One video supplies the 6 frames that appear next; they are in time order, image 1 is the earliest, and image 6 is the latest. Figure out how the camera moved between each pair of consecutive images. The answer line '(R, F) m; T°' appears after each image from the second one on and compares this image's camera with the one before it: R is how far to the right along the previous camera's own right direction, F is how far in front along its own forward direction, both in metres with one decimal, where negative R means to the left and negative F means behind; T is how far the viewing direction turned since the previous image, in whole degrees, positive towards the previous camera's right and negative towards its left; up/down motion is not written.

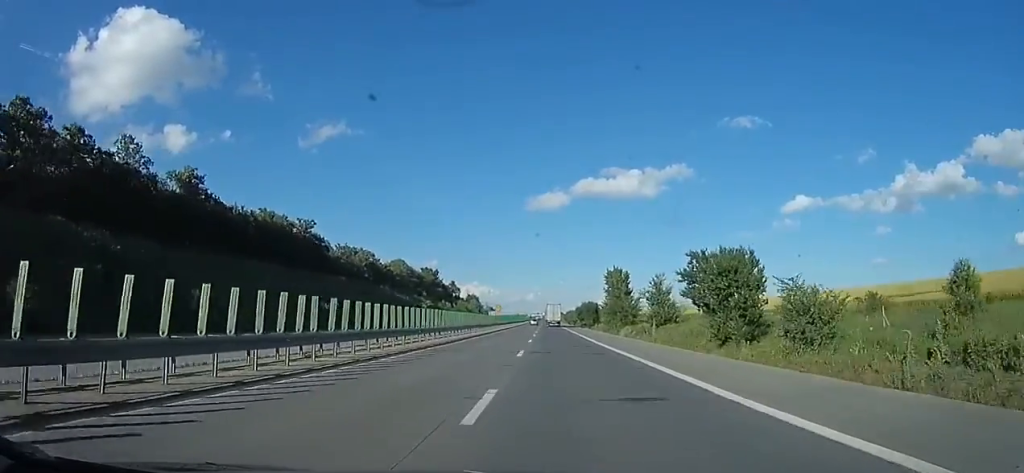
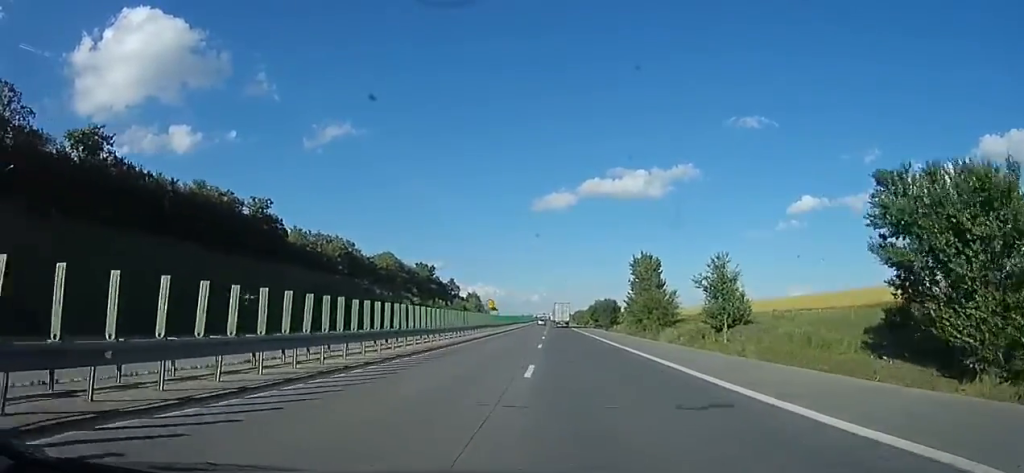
(+0.2, +18.7) m; -1°
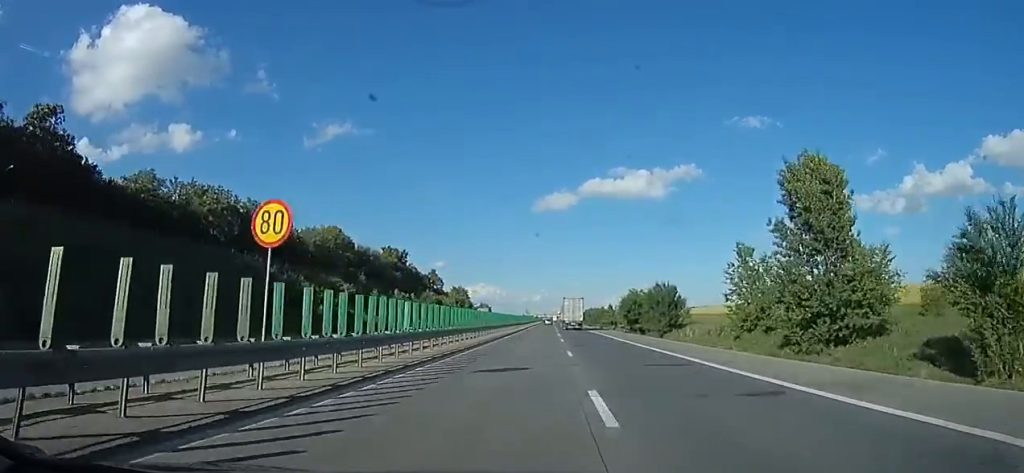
(-1.4, +41.1) m; -2°
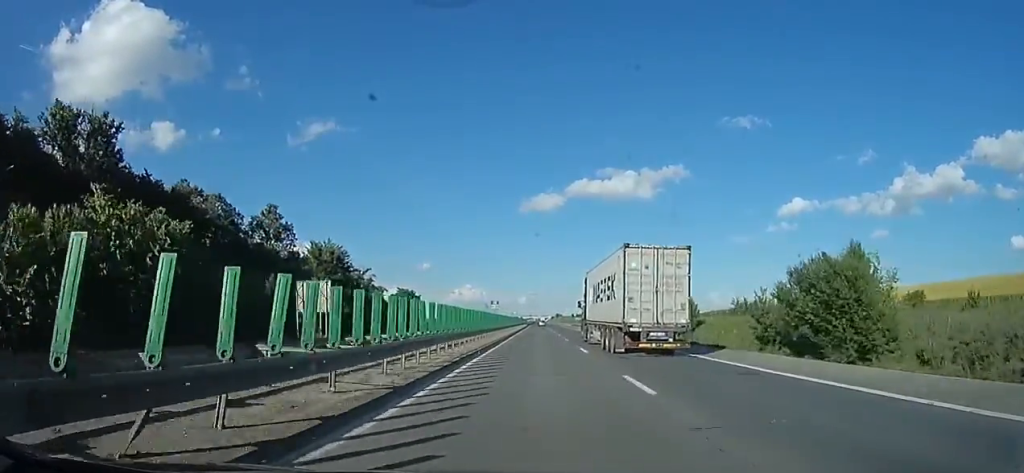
(+3.5, +104.6) m; +3°
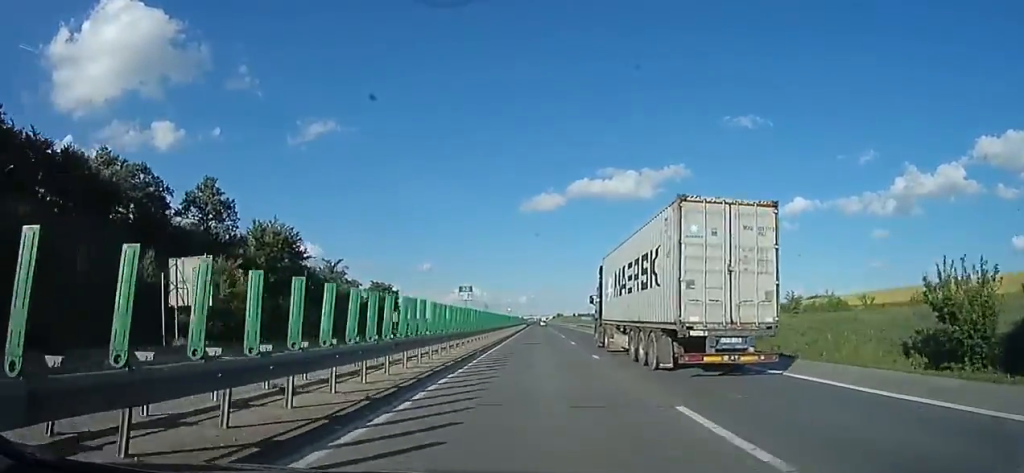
(+0.2, +16.5) m; 0°
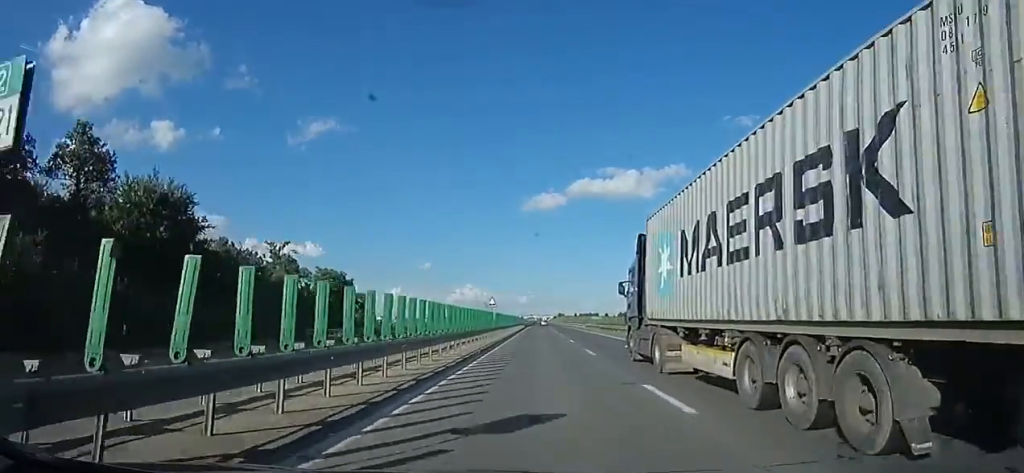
(+0.1, +21.2) m; 0°
